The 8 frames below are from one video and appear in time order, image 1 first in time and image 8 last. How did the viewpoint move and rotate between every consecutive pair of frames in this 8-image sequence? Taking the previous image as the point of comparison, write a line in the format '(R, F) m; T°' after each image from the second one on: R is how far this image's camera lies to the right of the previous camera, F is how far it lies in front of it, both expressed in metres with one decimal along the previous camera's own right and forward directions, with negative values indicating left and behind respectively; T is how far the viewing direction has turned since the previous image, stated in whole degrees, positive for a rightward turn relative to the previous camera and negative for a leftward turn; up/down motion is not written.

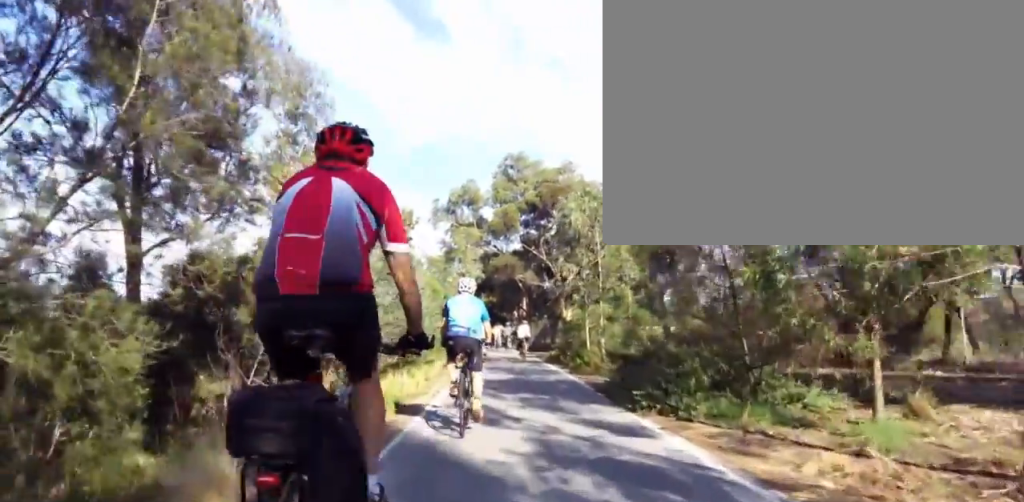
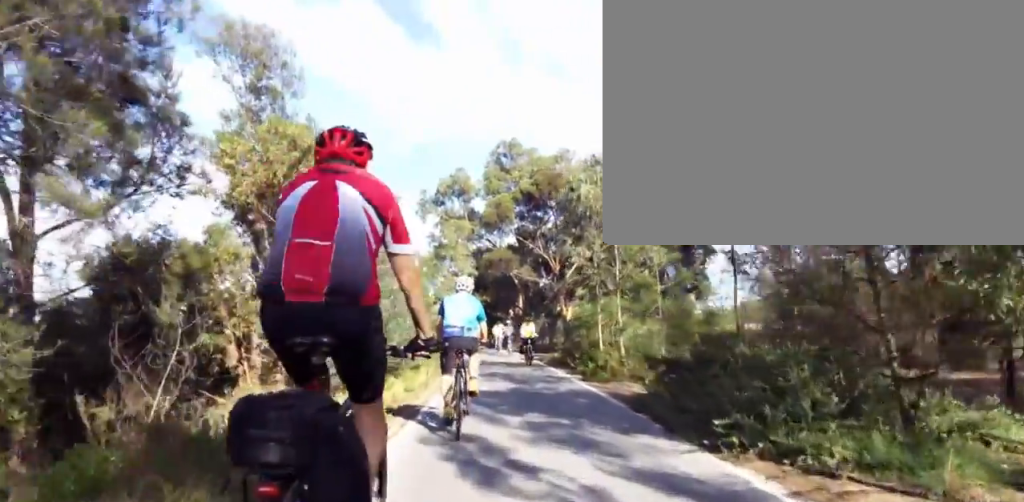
(-0.4, +3.0) m; +2°
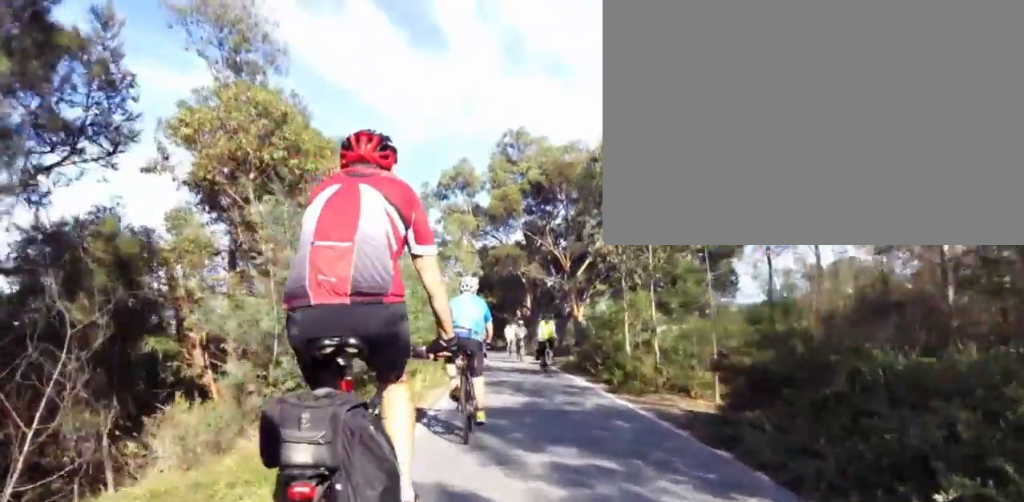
(+0.6, +2.3) m; +6°
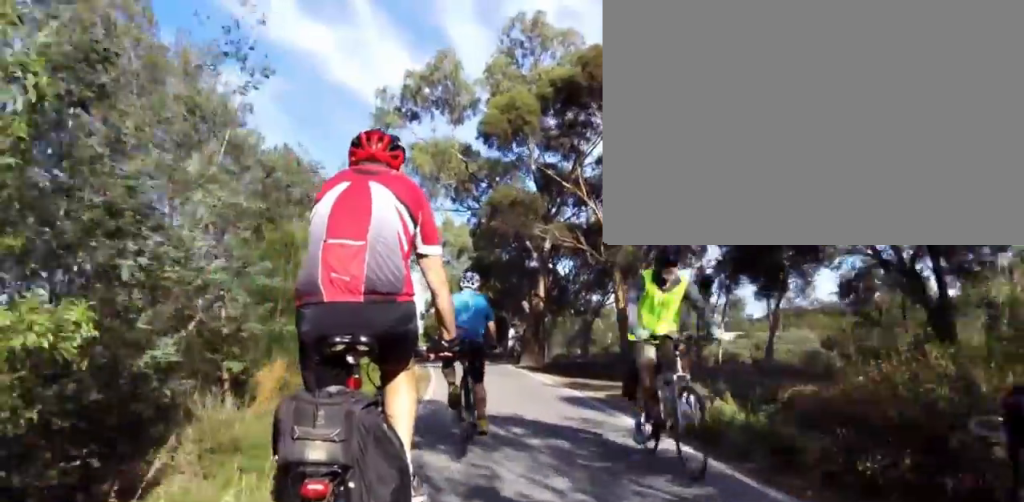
(-0.9, +13.6) m; -9°
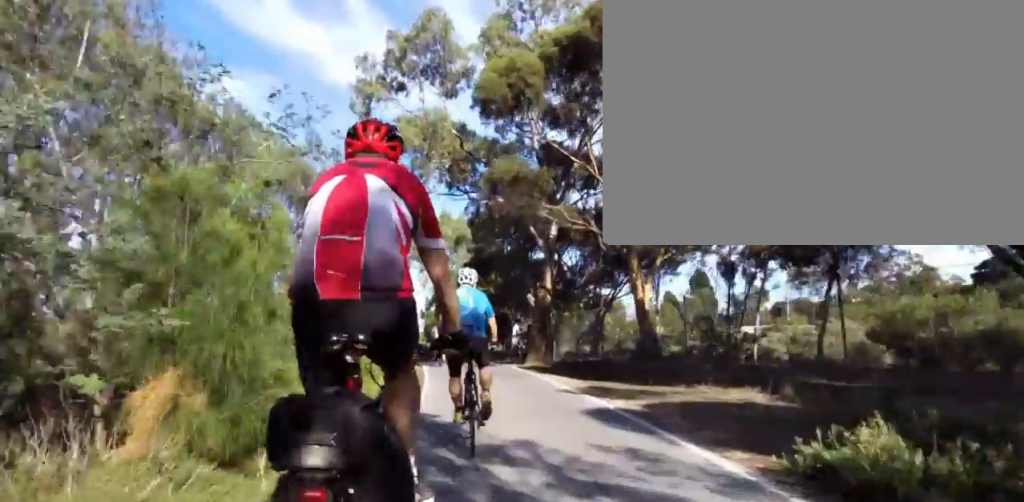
(0.0, +2.7) m; +4°
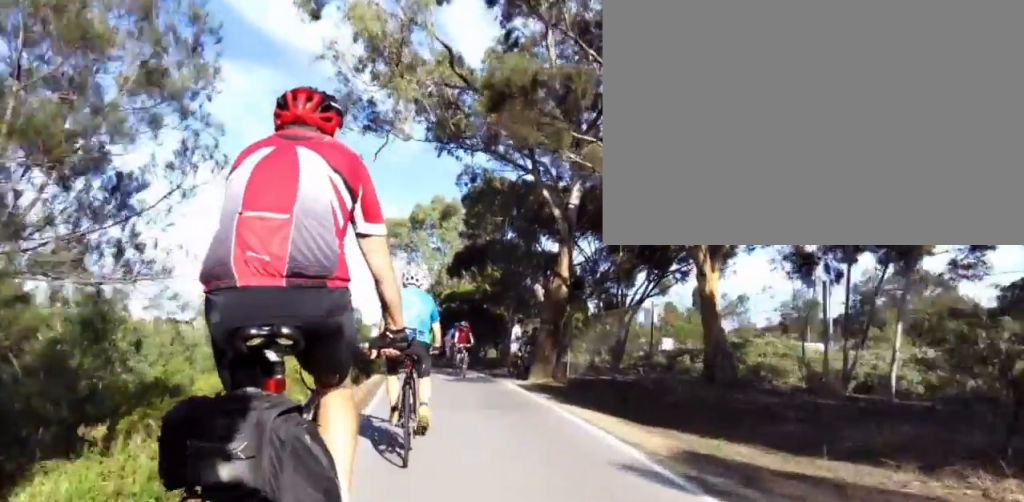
(+1.4, +6.4) m; +9°
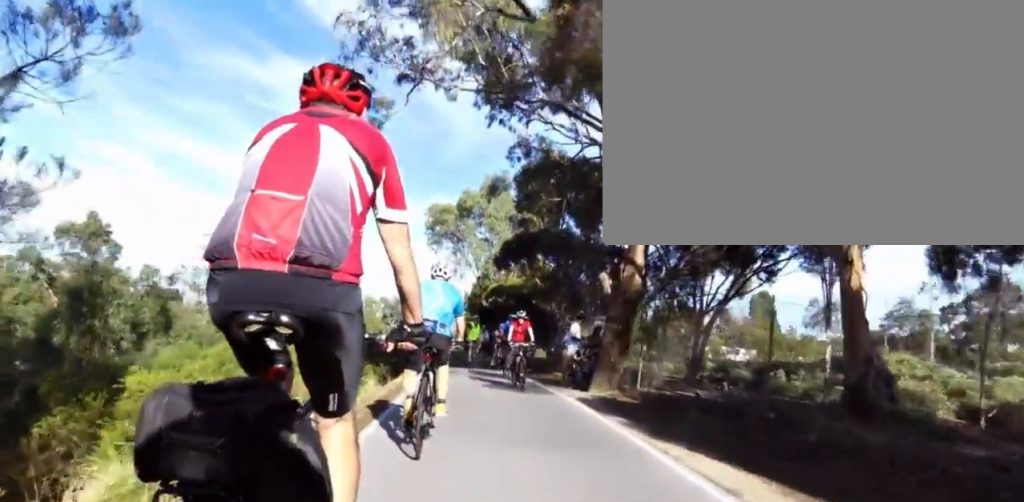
(+0.3, +2.9) m; -8°
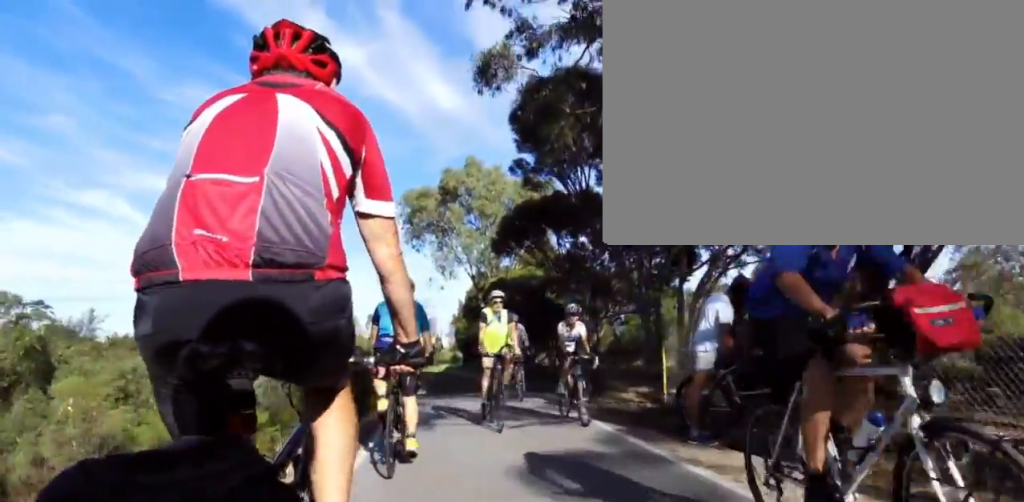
(-0.9, +7.2) m; -3°
